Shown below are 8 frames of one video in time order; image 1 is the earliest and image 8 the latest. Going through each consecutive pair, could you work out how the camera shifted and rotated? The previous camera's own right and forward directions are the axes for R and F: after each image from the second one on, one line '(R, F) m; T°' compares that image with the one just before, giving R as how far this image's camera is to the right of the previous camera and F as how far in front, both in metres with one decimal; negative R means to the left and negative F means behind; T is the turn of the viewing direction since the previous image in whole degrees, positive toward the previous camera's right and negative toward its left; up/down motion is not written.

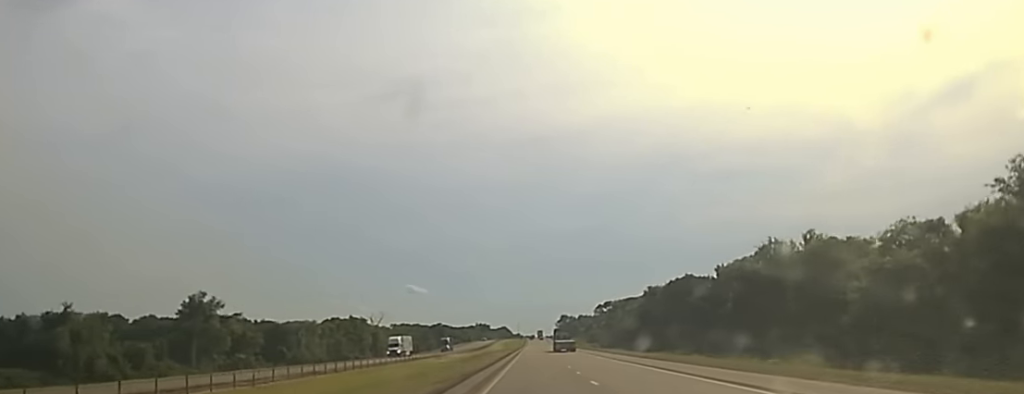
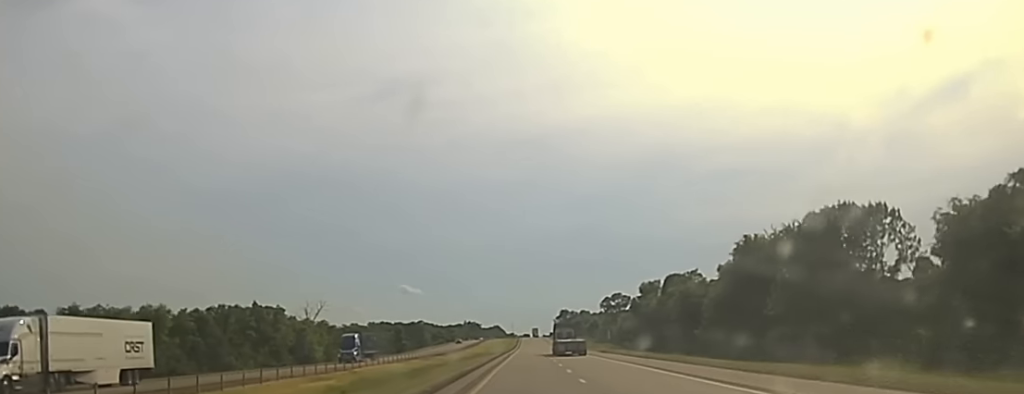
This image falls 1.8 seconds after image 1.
(+0.1, +94.1) m; 0°
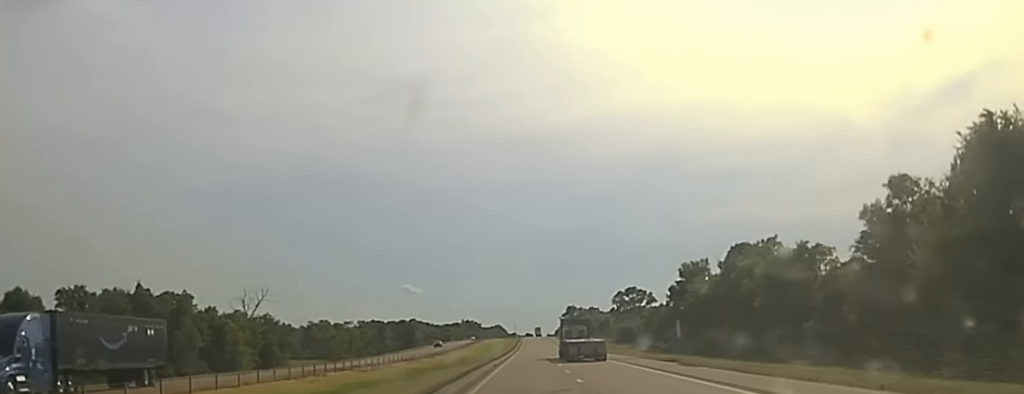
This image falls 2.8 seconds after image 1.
(+0.2, +57.9) m; 0°
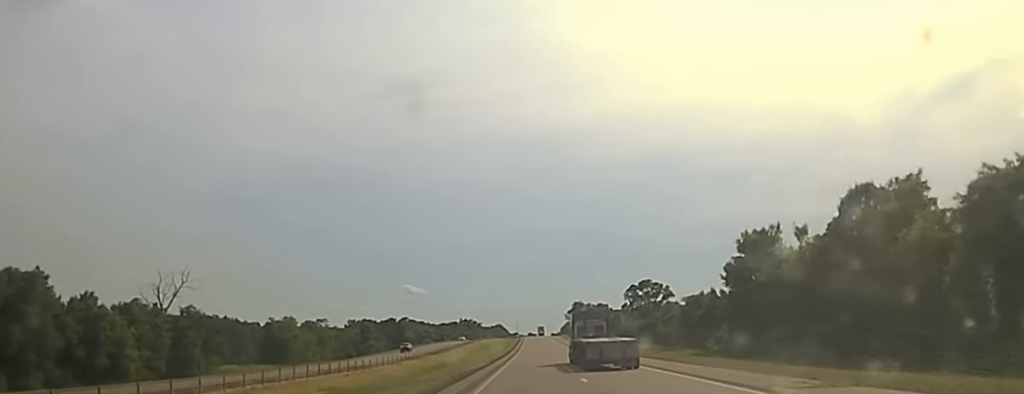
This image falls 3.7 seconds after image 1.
(0.0, +46.9) m; 0°
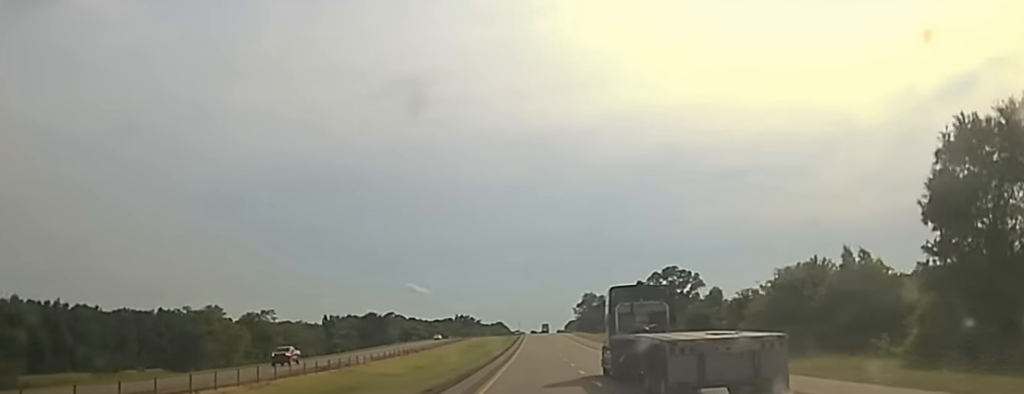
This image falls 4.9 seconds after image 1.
(+0.1, +65.3) m; 0°
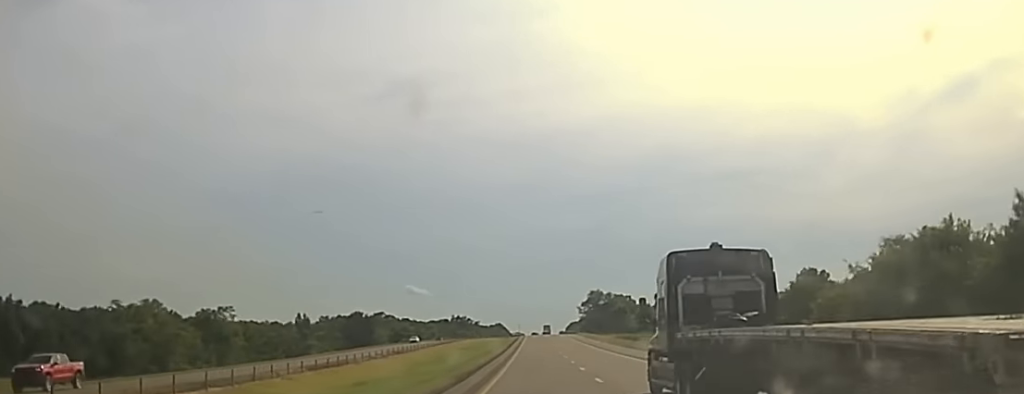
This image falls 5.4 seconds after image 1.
(-0.1, +30.2) m; 0°
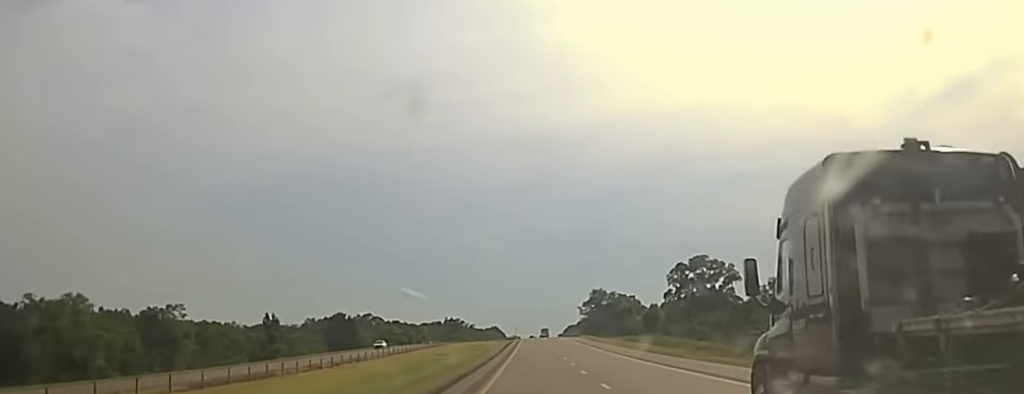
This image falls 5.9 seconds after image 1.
(-0.2, +28.4) m; 0°
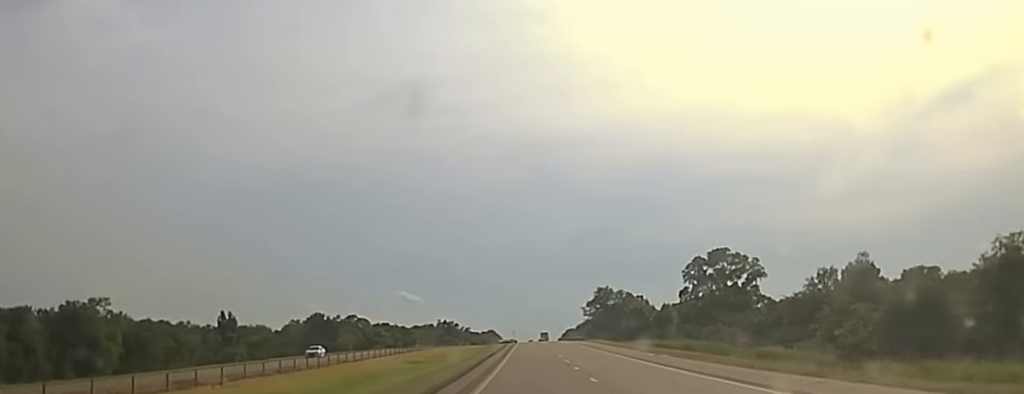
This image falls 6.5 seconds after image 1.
(+0.1, +29.3) m; 0°
